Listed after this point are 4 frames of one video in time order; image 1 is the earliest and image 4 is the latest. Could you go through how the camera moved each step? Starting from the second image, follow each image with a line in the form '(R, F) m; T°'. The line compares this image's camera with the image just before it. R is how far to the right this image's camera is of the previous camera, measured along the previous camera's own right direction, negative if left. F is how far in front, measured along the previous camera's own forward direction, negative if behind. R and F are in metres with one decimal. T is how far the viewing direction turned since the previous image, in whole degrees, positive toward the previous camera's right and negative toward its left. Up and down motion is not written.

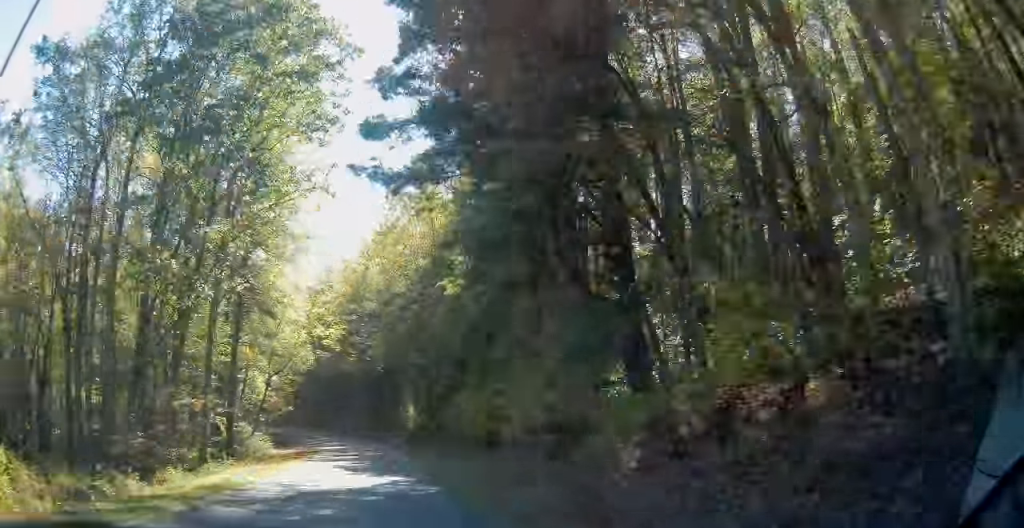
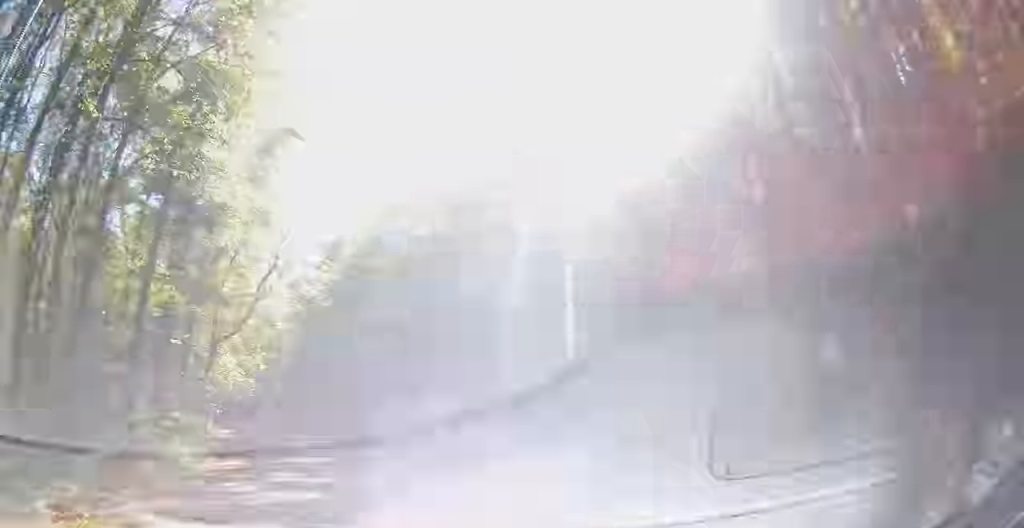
(0.0, +21.6) m; 0°
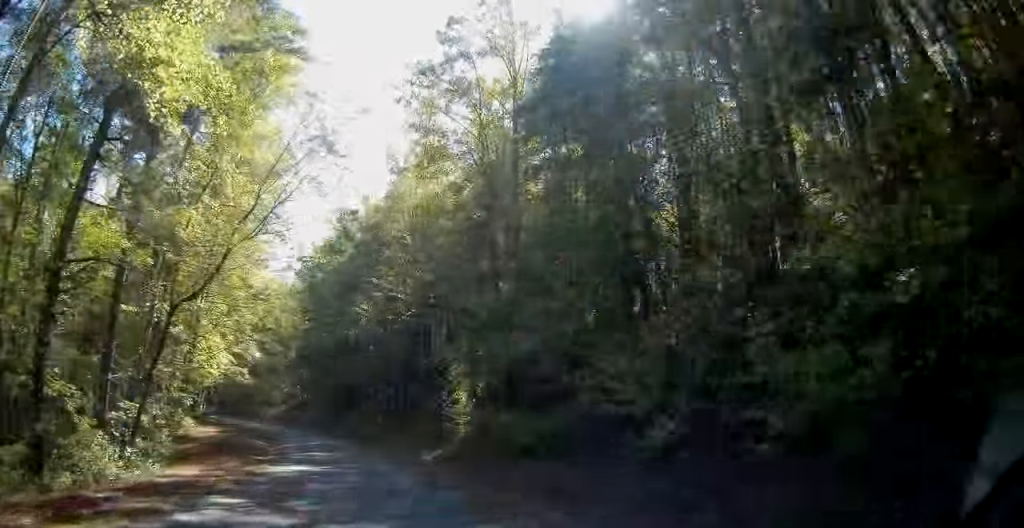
(+0.1, +9.5) m; -1°
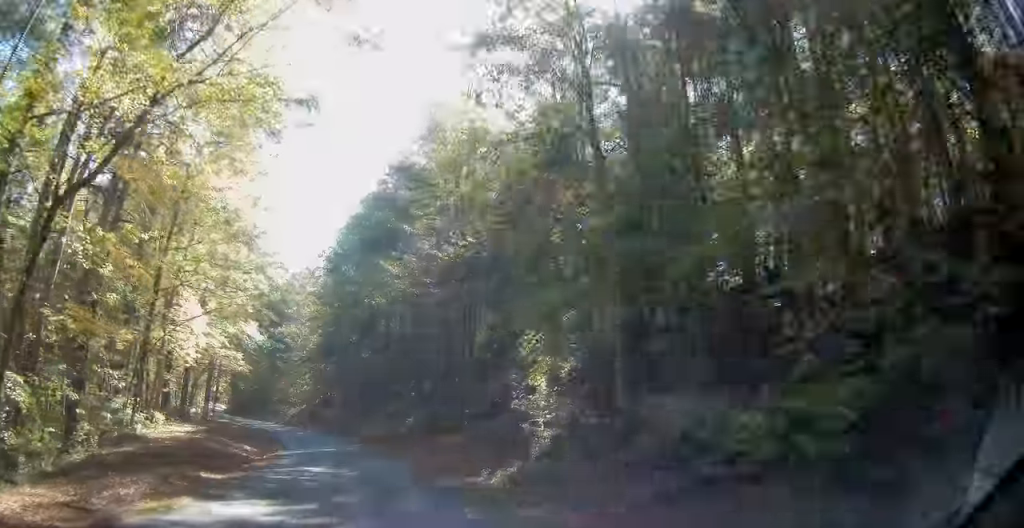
(-0.2, +13.4) m; -4°
